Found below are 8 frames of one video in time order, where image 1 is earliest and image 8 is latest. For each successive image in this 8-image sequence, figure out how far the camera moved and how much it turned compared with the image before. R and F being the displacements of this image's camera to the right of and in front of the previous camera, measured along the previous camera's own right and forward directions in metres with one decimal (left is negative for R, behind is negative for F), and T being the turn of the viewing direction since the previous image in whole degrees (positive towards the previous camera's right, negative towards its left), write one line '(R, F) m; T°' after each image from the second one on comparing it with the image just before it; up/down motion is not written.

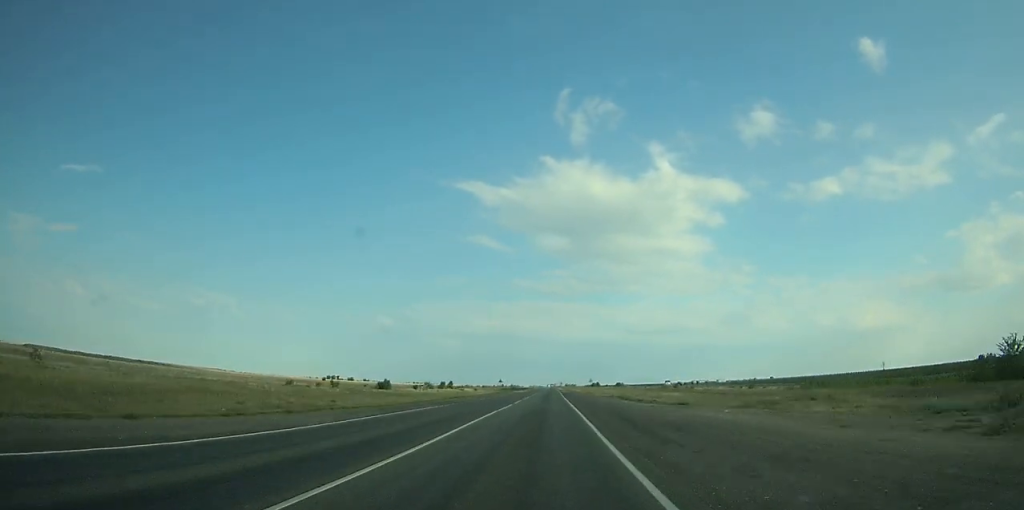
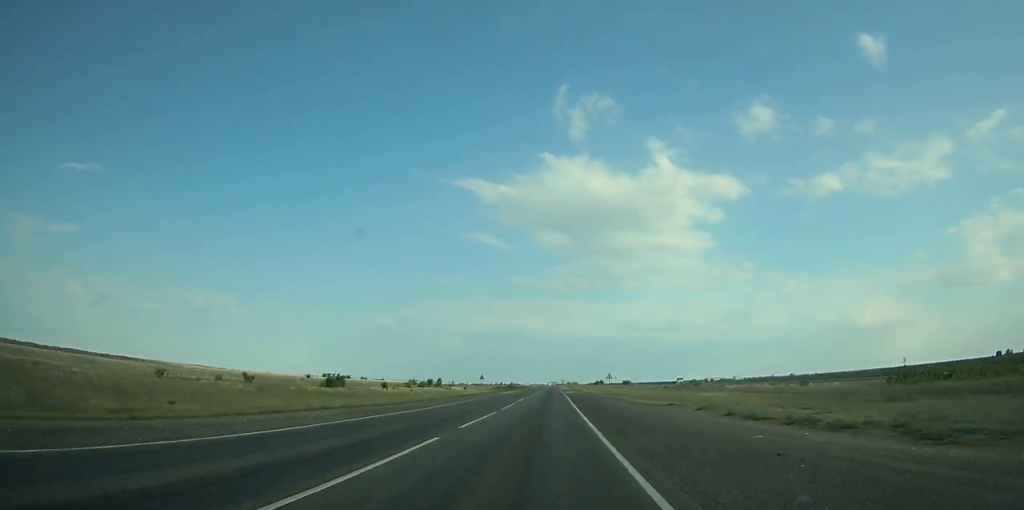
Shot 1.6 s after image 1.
(0.0, +33.4) m; 0°
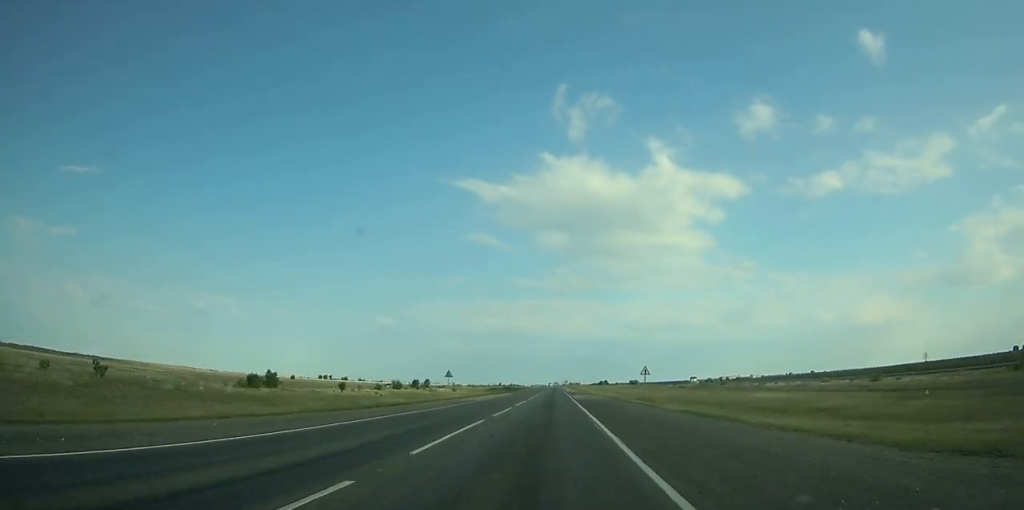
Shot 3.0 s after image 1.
(0.0, +31.1) m; 0°
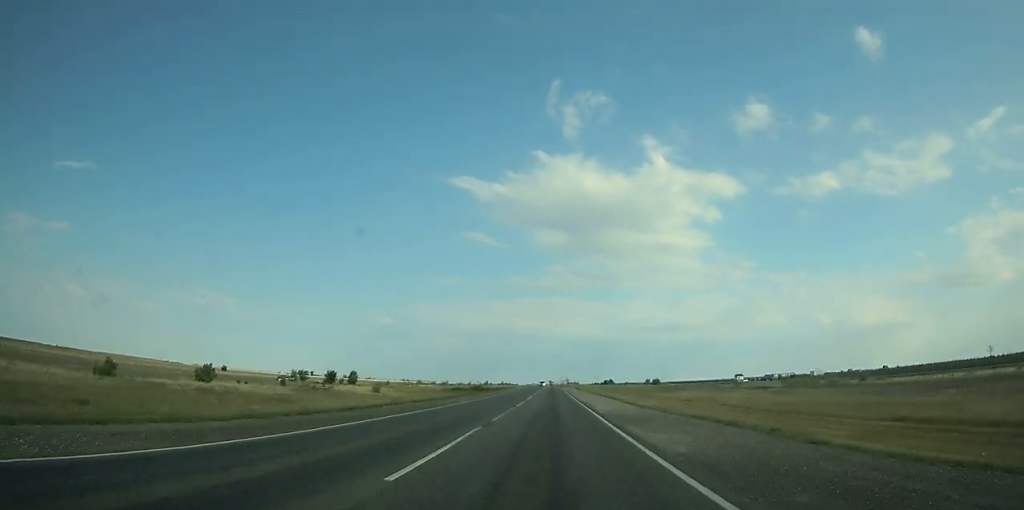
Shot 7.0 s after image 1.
(+0.1, +90.0) m; 0°
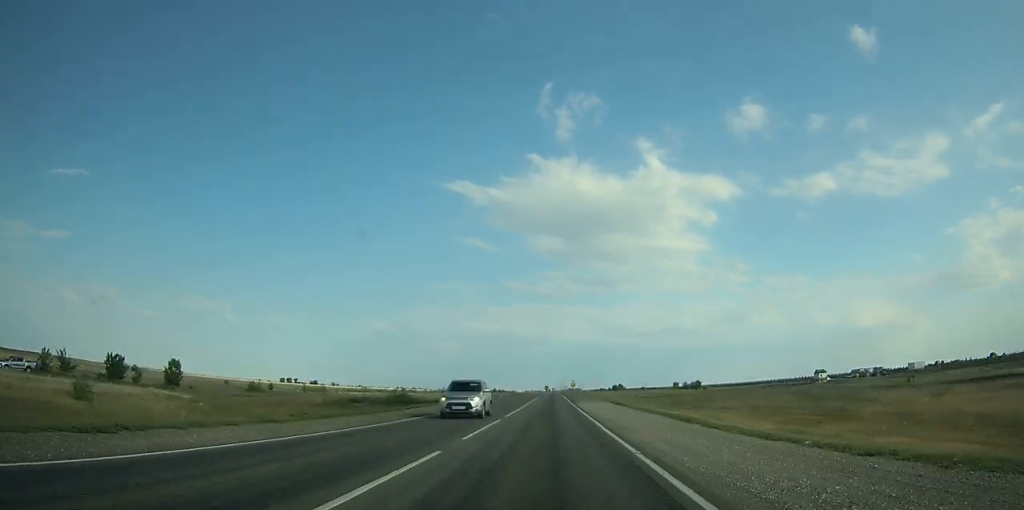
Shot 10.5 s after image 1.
(-0.3, +78.0) m; 0°
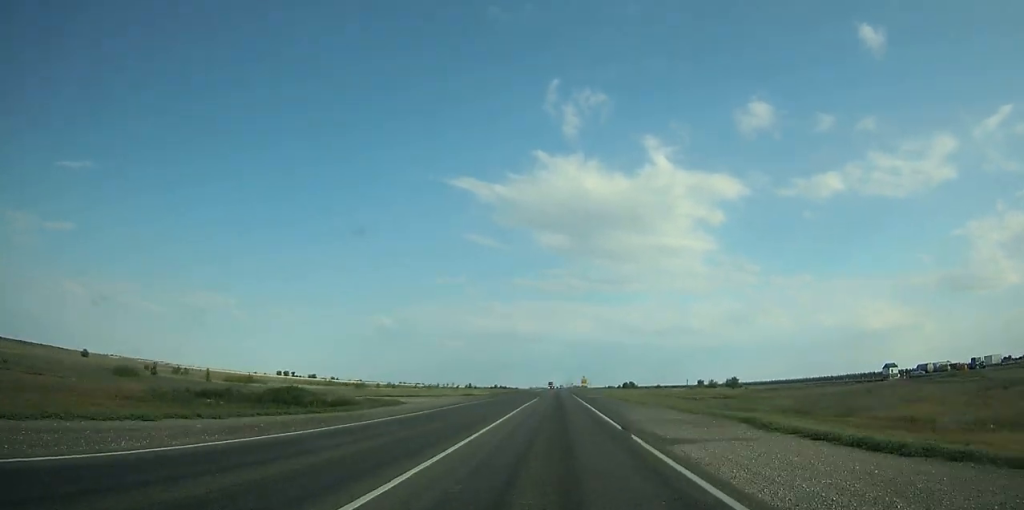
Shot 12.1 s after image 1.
(0.0, +35.0) m; 0°
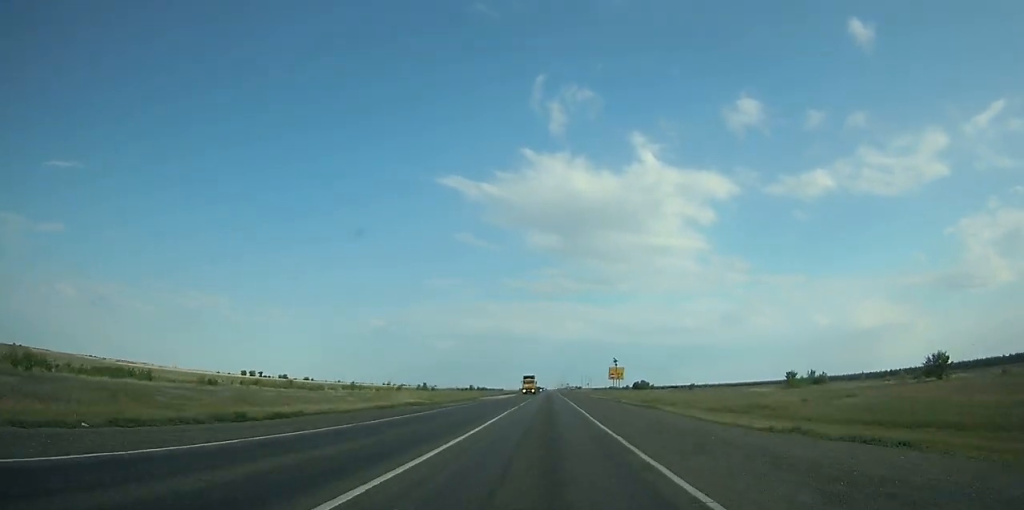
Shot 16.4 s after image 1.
(-0.2, +94.7) m; 0°
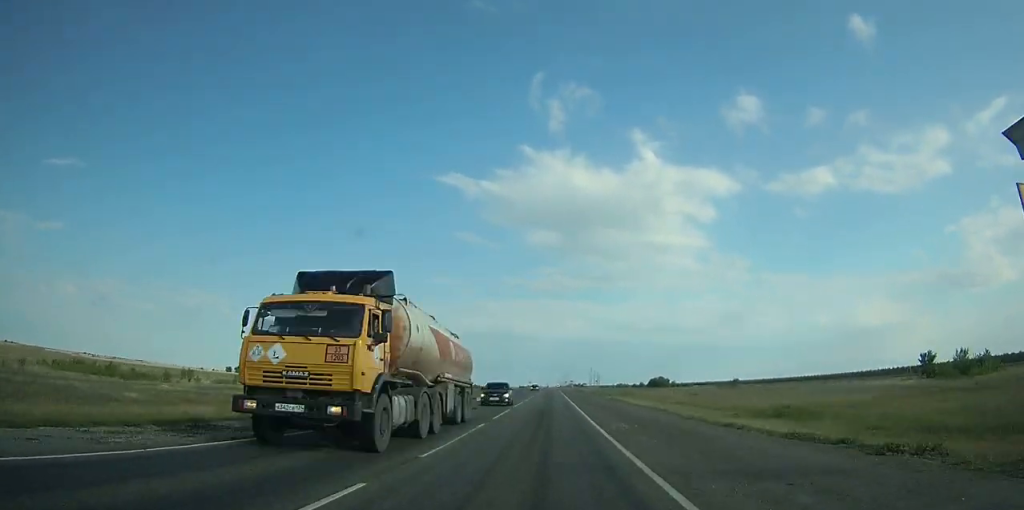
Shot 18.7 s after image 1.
(0.0, +54.0) m; 0°
